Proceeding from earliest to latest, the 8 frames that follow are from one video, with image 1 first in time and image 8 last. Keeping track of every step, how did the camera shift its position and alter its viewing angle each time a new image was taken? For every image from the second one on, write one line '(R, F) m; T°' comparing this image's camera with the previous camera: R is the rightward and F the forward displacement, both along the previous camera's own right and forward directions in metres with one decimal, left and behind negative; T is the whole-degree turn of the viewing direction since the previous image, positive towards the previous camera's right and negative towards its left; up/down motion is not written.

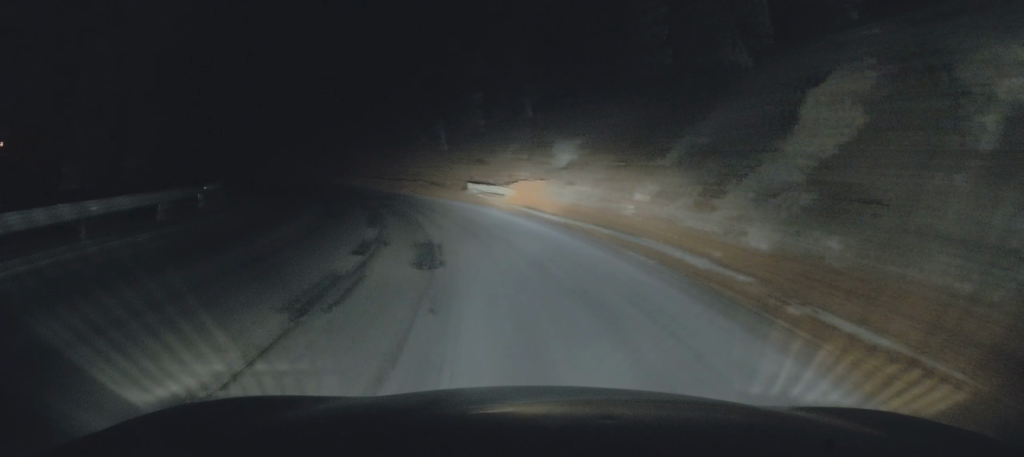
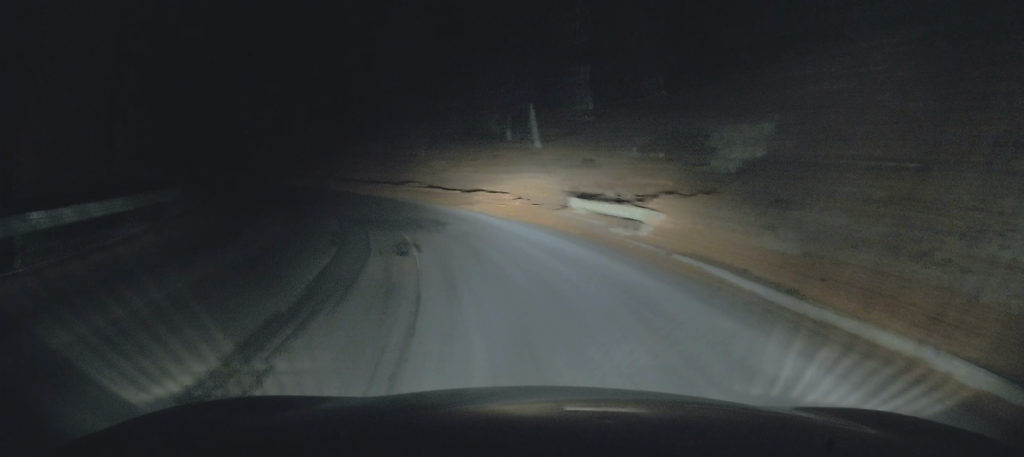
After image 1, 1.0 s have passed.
(-0.6, +9.4) m; -8°
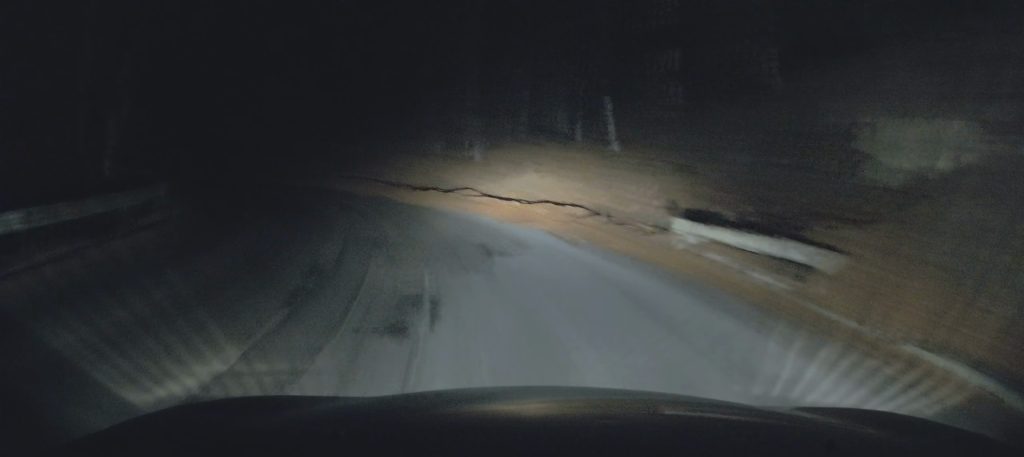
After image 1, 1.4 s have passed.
(+0.1, +4.1) m; -4°
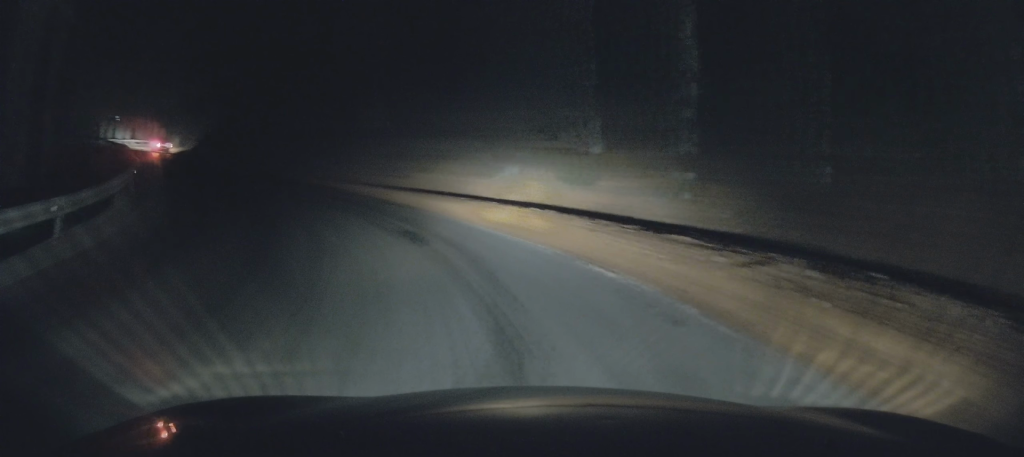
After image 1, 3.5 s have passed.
(-4.1, +19.0) m; -26°
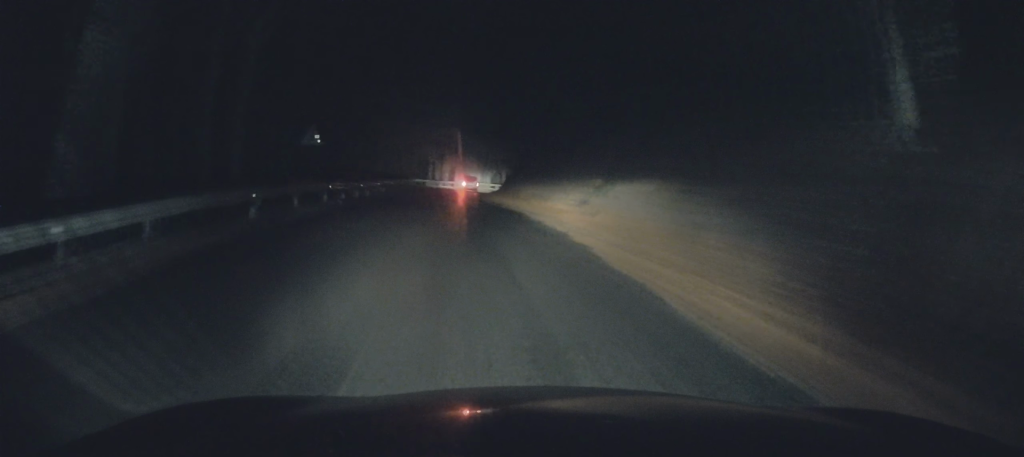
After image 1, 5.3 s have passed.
(-4.3, +16.8) m; -37°
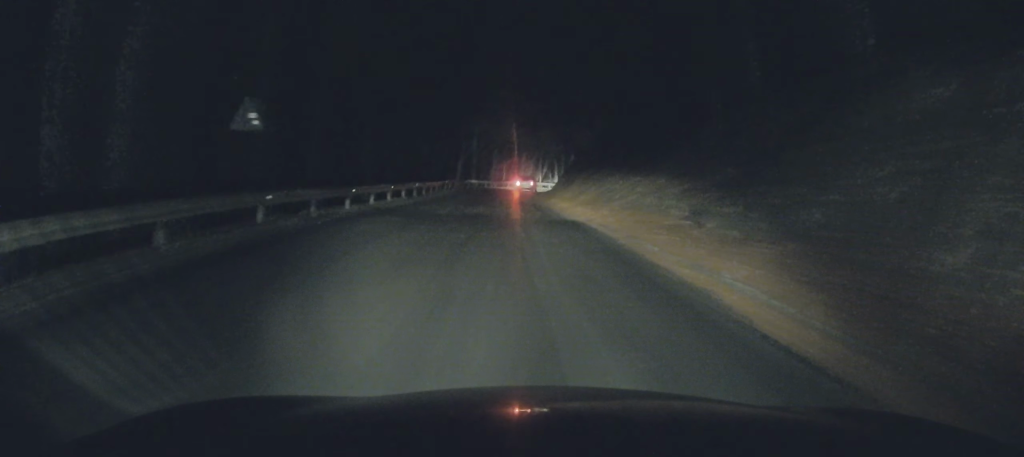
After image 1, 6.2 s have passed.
(-2.1, +8.2) m; -14°
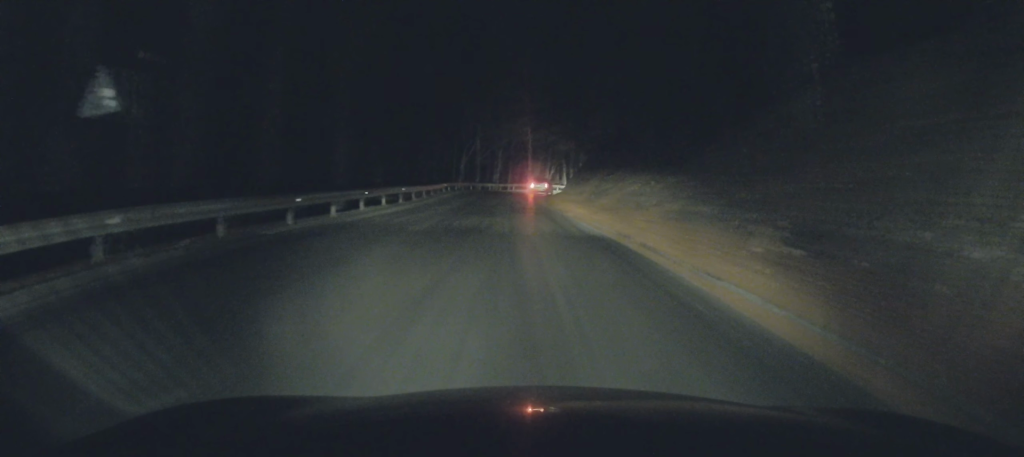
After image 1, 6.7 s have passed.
(-0.3, +5.0) m; -4°
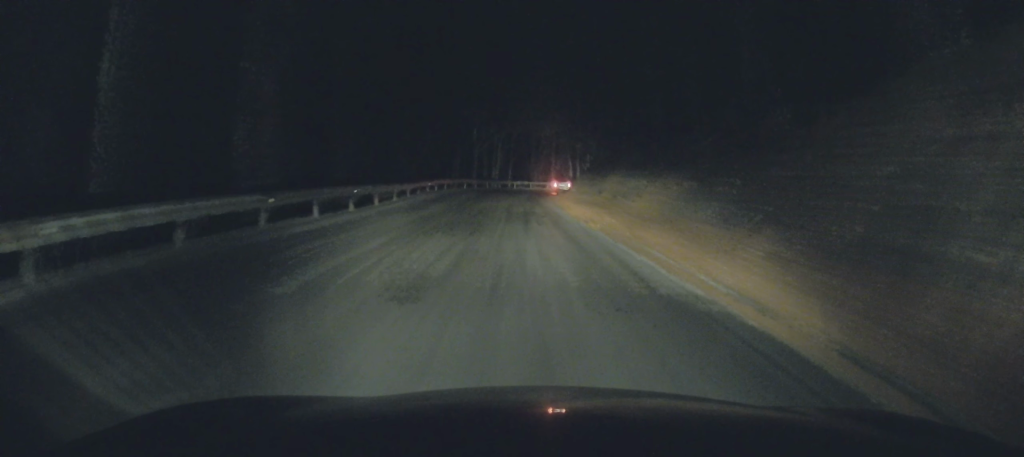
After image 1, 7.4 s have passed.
(0.0, +7.6) m; 0°
